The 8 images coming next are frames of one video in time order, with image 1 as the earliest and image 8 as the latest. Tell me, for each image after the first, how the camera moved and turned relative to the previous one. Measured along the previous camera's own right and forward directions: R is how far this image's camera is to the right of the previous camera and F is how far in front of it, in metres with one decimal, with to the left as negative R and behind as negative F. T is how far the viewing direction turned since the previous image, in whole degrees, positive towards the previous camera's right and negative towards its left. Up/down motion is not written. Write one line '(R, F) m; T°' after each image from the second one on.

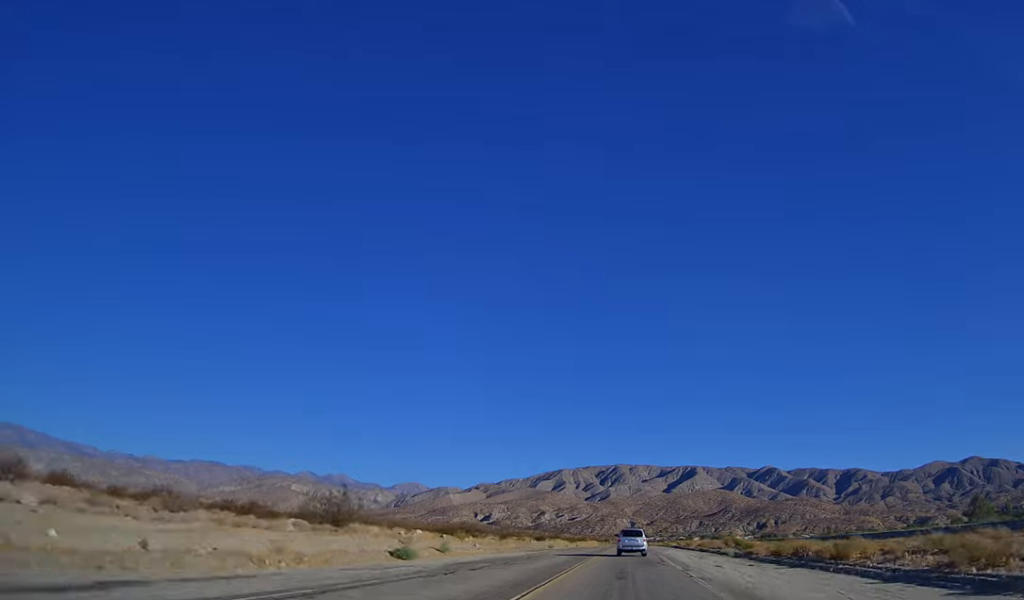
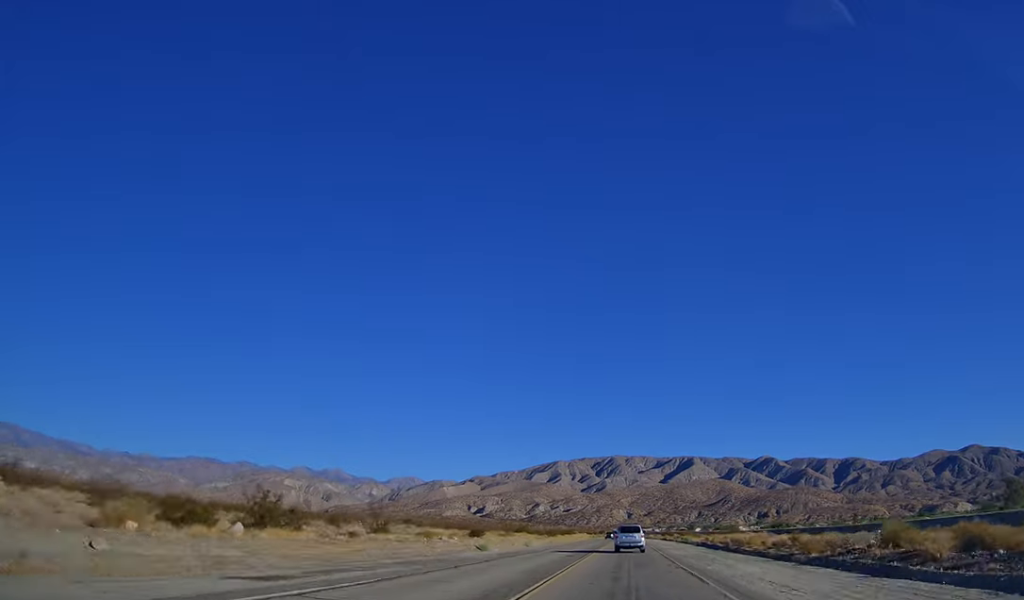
(-0.4, +42.4) m; 0°
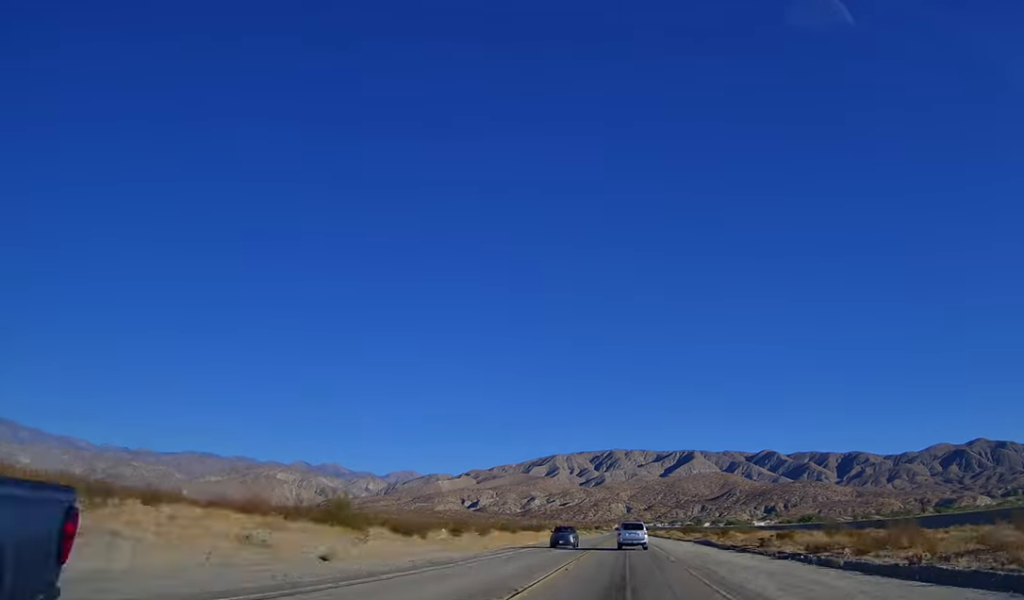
(+0.6, +69.2) m; +1°
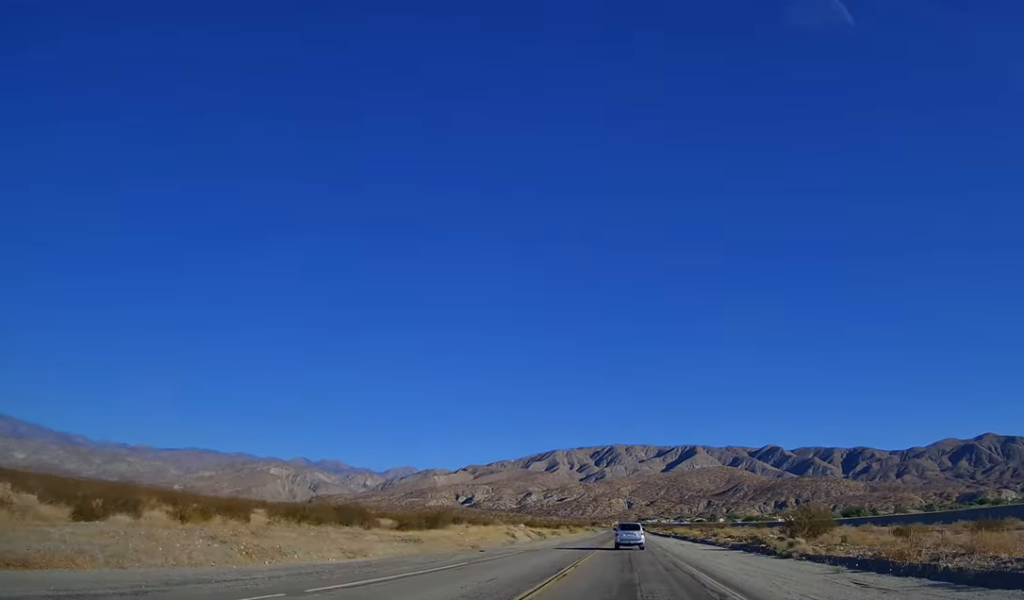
(0.0, +74.1) m; -1°
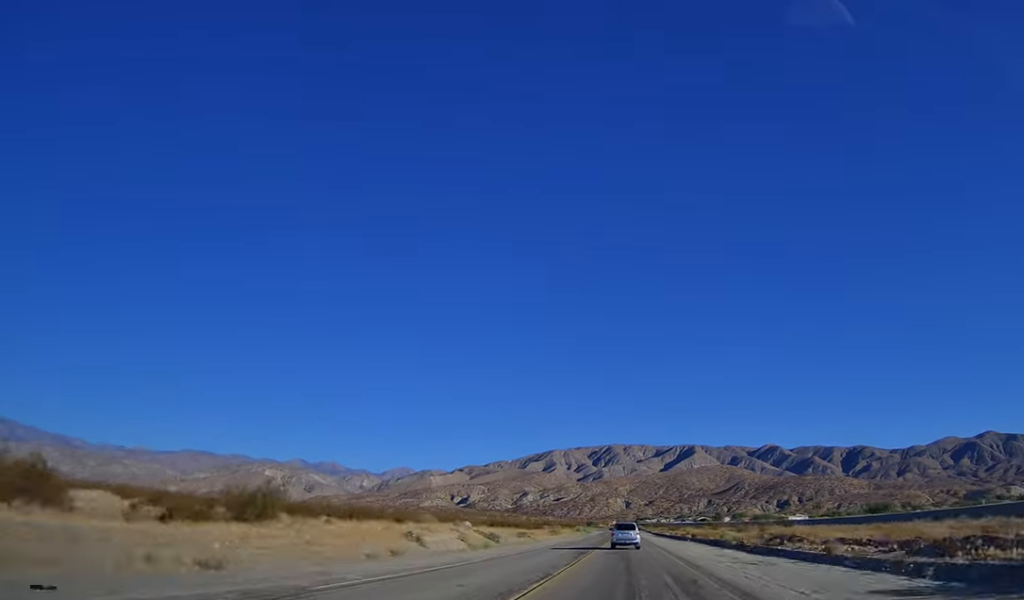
(-0.6, +31.4) m; 0°
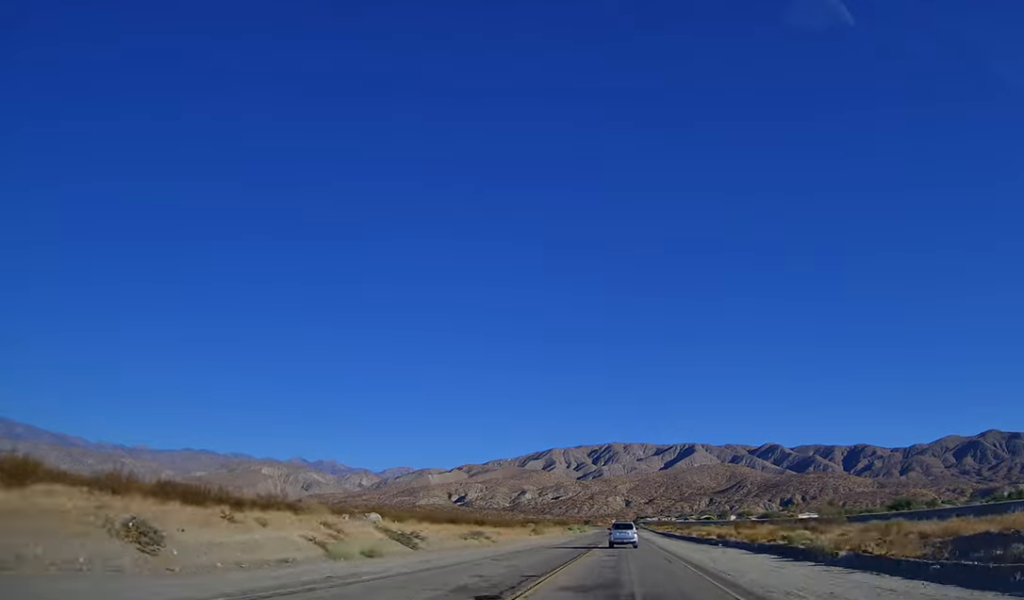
(-0.1, +23.6) m; 0°
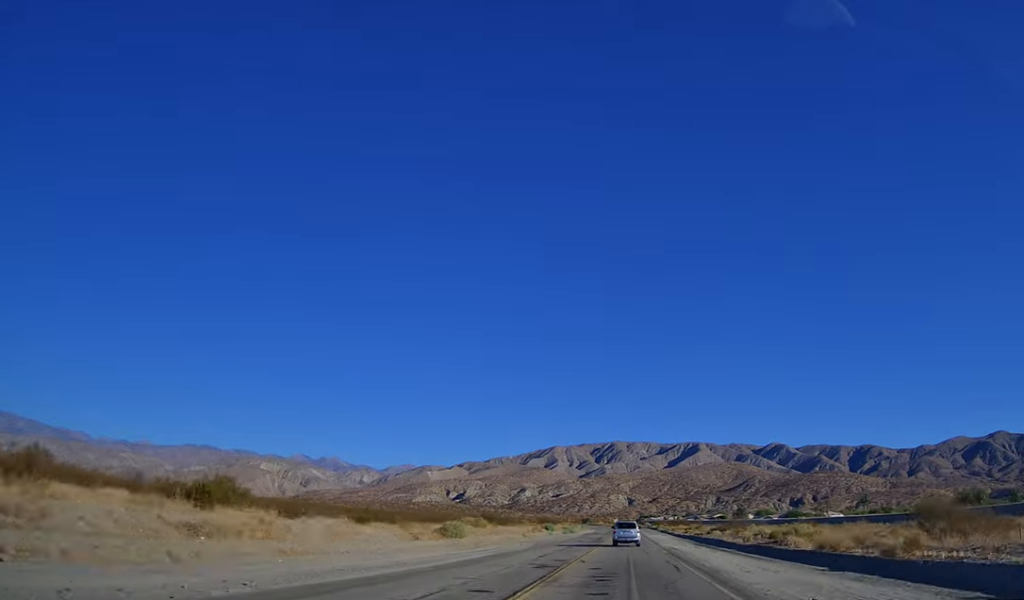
(+0.7, +47.5) m; +1°
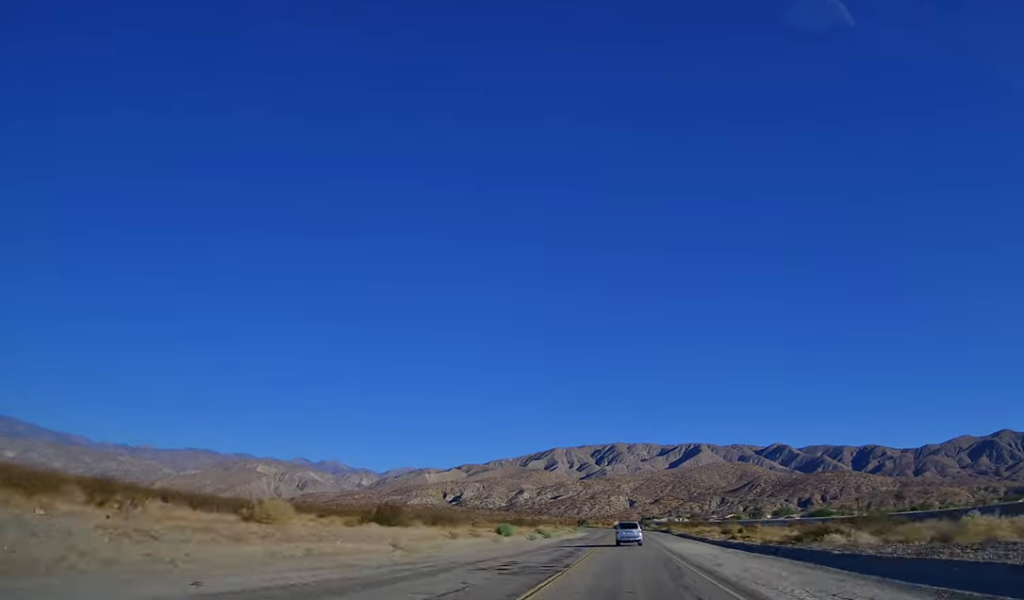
(+0.1, +39.9) m; 0°
